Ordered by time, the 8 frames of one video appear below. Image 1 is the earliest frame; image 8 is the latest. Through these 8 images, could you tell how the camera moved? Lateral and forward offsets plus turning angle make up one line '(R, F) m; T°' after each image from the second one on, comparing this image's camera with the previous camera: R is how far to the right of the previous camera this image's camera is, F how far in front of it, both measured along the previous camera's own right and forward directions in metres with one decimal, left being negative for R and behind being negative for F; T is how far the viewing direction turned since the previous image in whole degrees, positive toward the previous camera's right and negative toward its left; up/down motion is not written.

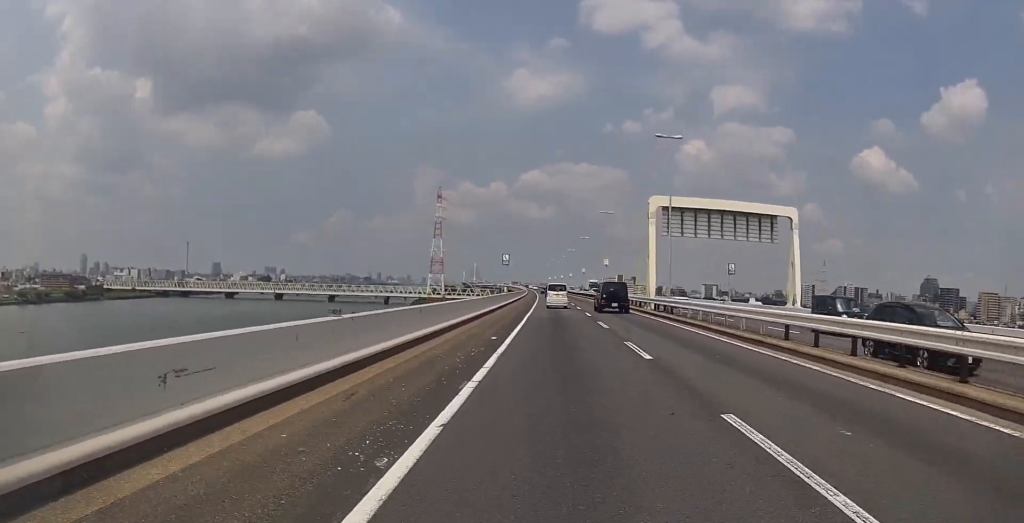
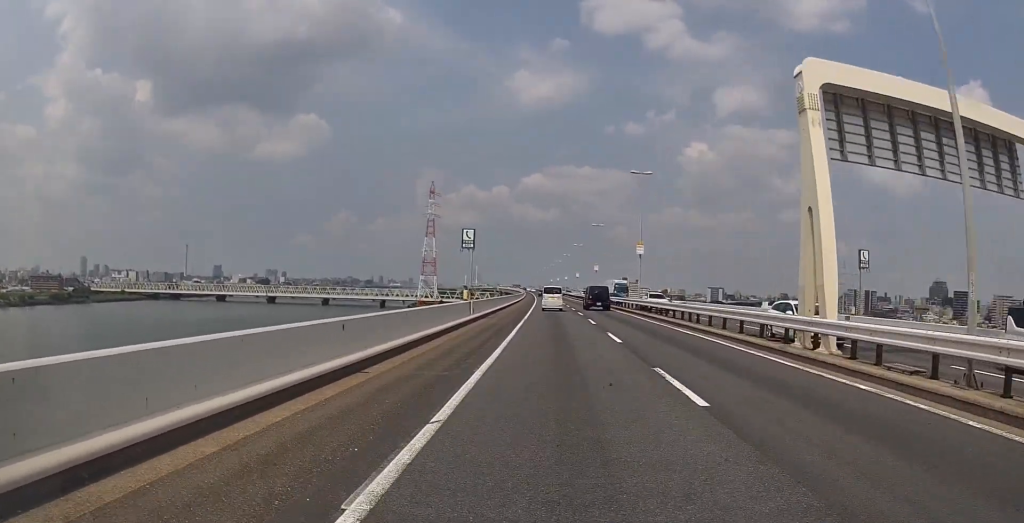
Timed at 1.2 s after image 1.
(-0.1, +25.5) m; 0°
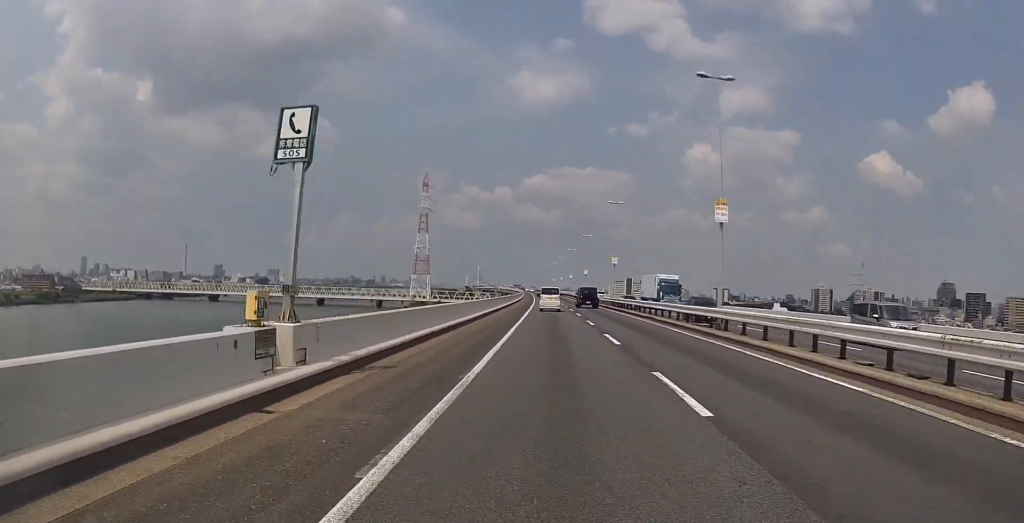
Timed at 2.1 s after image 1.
(+0.1, +19.7) m; 0°
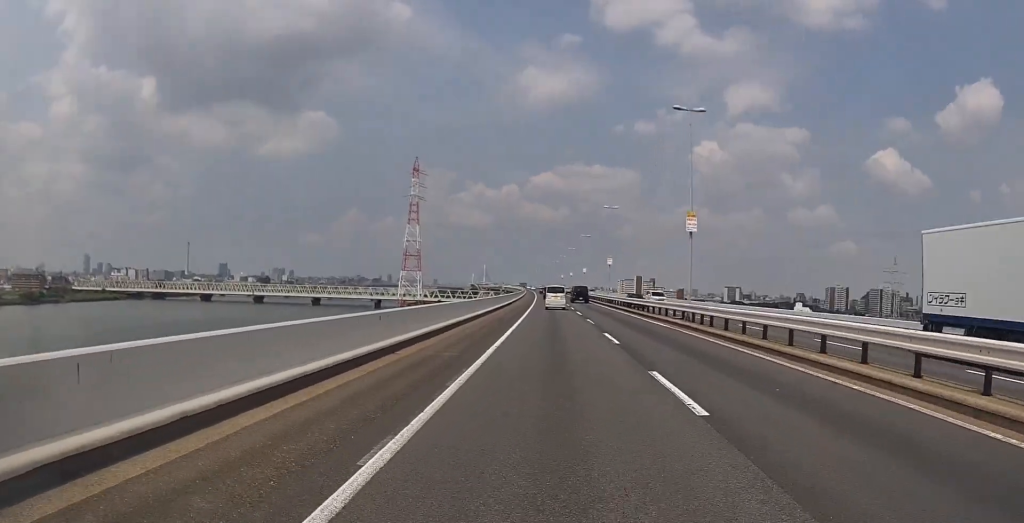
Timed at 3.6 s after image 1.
(-0.5, +30.4) m; 0°
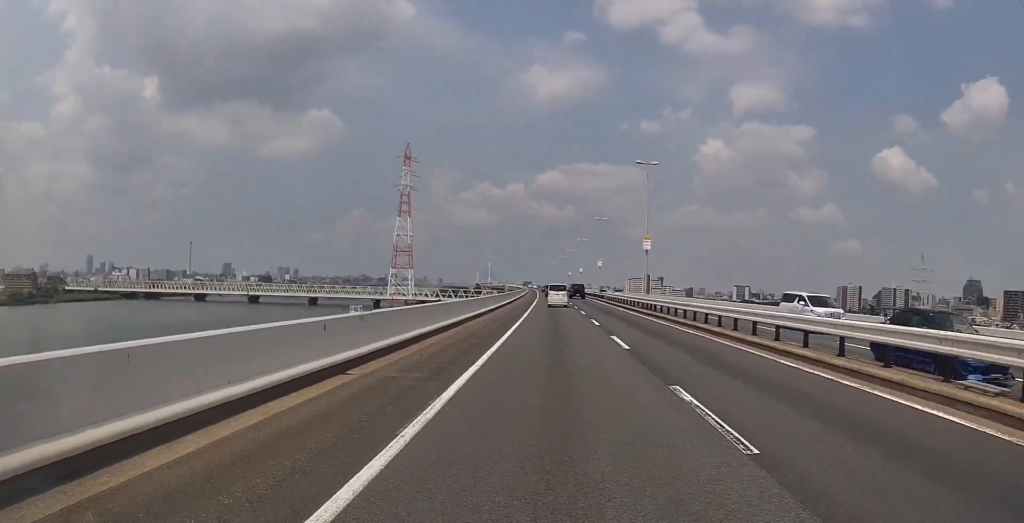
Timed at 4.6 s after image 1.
(+0.8, +21.9) m; 0°
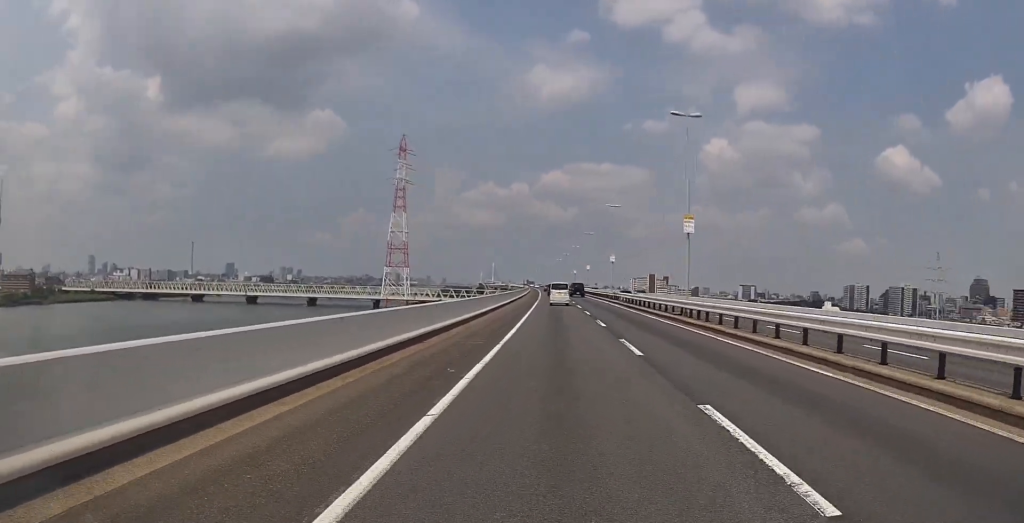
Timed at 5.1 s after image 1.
(-0.5, +11.2) m; 0°
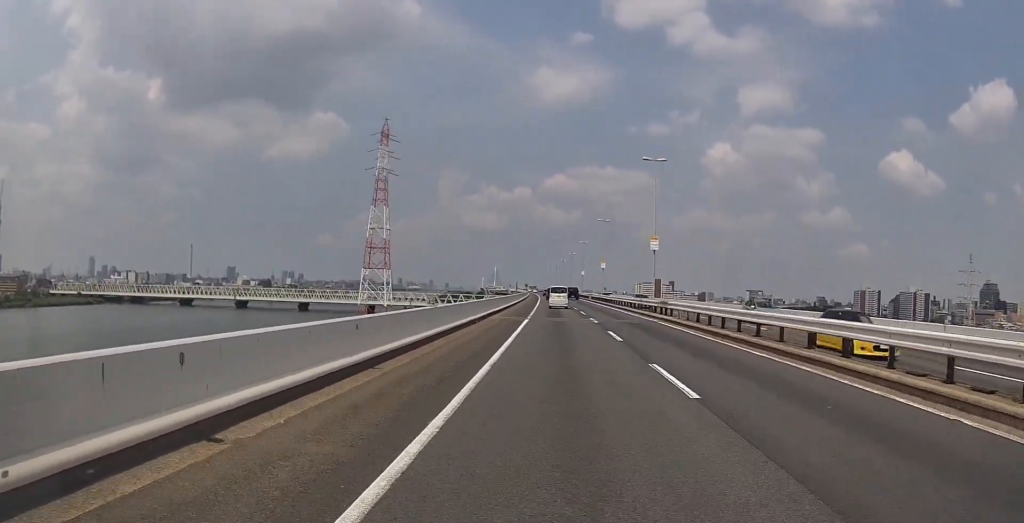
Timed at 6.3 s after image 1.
(+0.2, +25.2) m; 0°
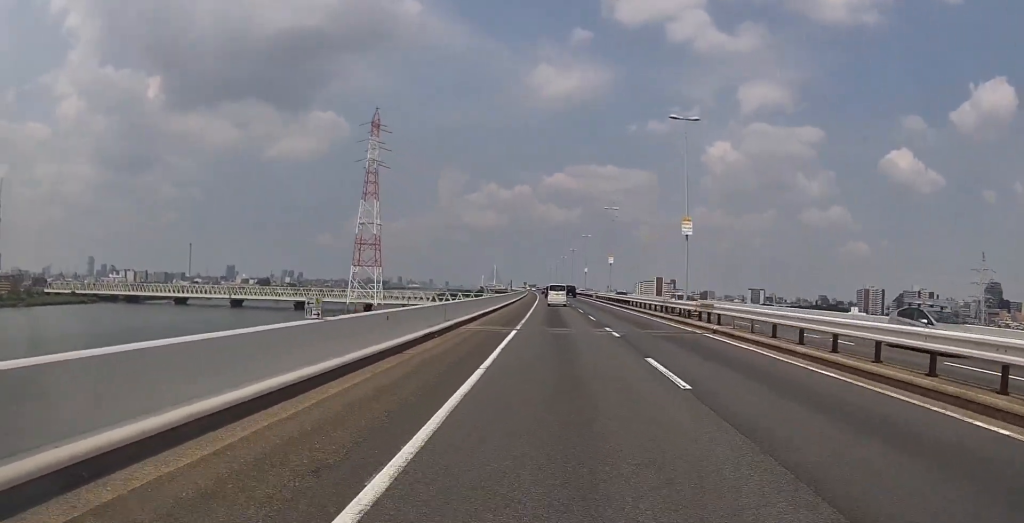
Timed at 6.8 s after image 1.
(+0.1, +9.1) m; -1°
